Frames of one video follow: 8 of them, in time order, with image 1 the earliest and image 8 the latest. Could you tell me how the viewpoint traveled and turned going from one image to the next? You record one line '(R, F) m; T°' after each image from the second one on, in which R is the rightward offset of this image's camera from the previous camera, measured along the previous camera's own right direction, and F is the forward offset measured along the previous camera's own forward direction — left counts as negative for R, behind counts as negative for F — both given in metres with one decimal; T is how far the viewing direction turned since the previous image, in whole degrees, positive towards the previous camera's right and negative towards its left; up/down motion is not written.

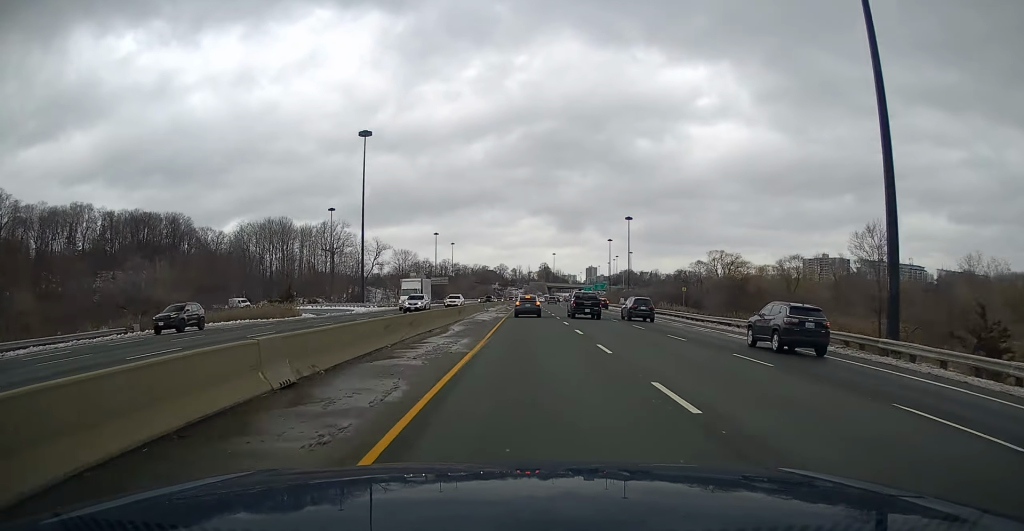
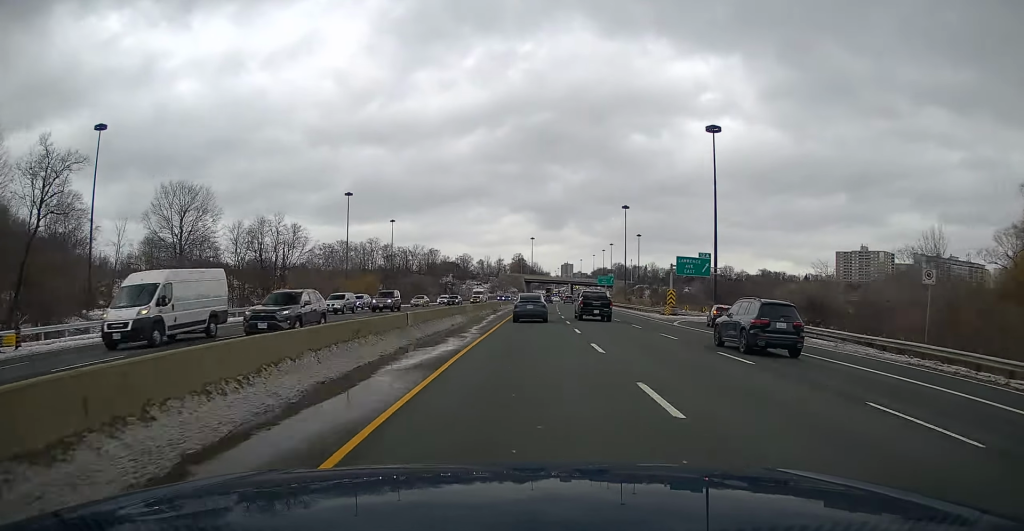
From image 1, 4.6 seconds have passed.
(+1.9, +138.9) m; +2°
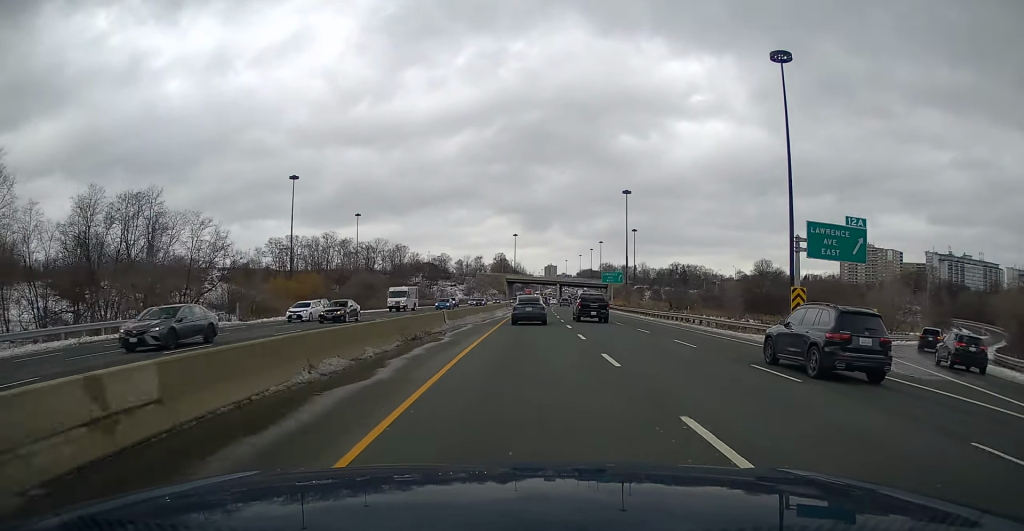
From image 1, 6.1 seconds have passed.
(+0.3, +40.3) m; +1°
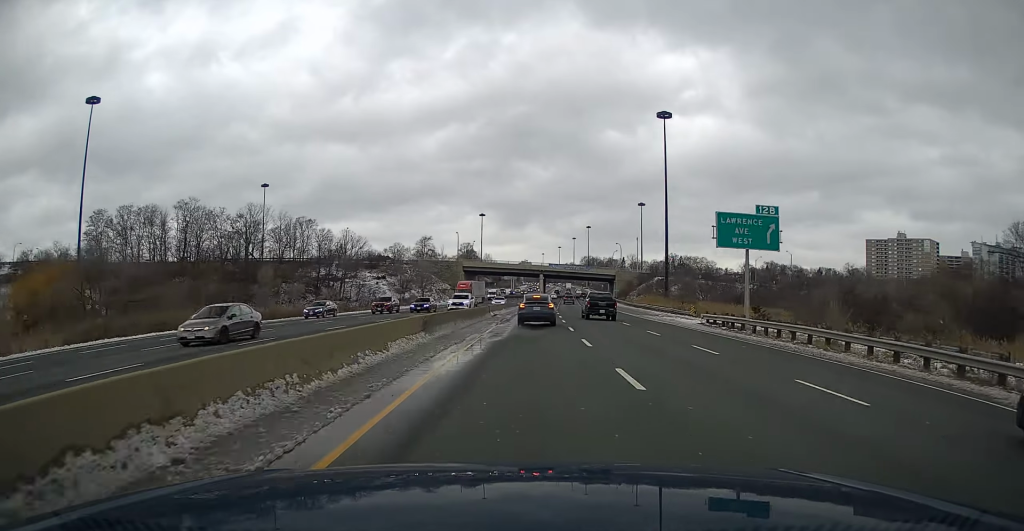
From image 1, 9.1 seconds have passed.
(+2.0, +85.3) m; +3°
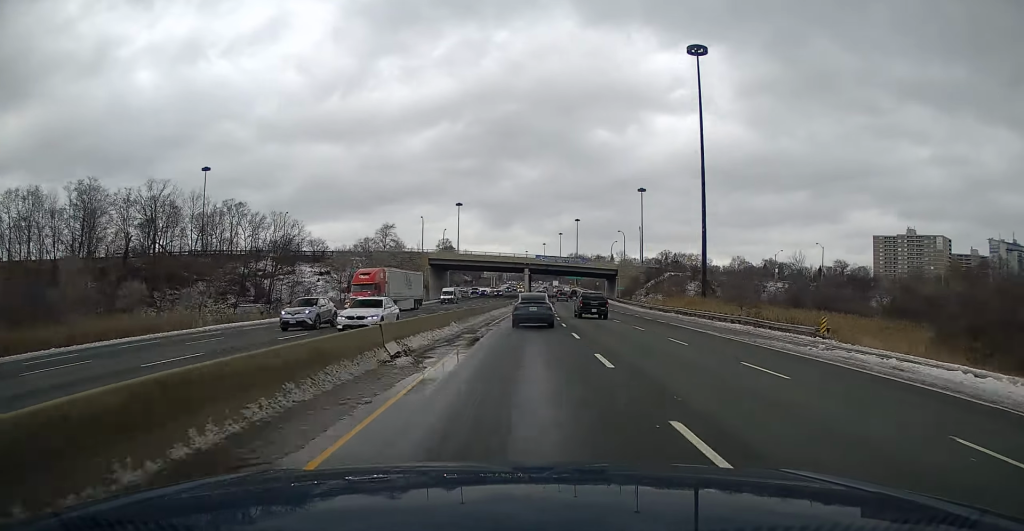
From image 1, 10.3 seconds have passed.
(+0.3, +32.8) m; +1°
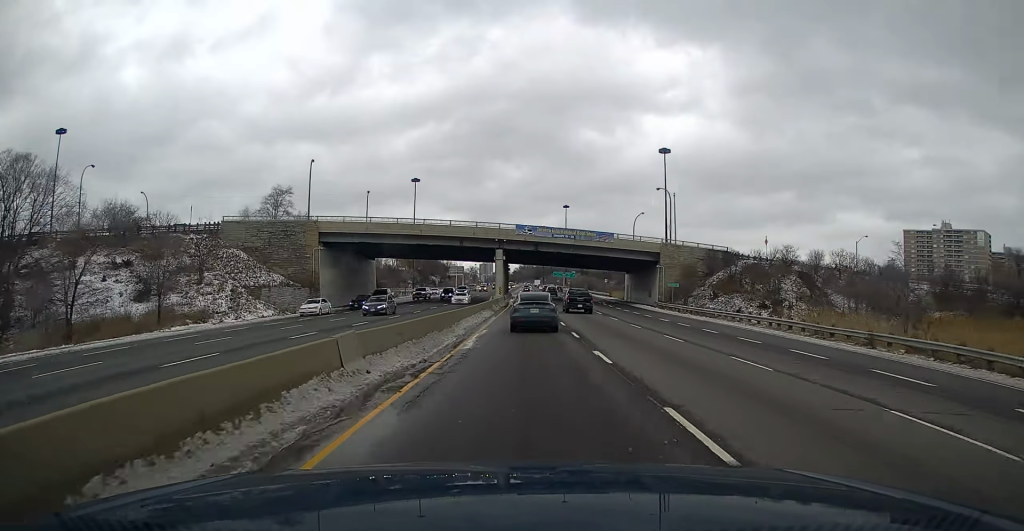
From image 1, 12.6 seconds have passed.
(+1.4, +61.7) m; +1°
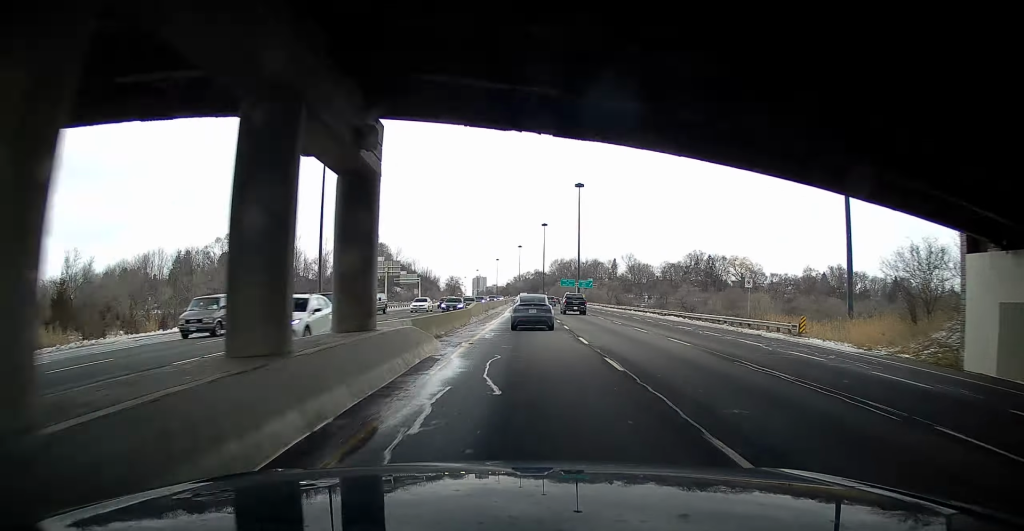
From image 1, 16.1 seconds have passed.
(+0.2, +89.4) m; 0°
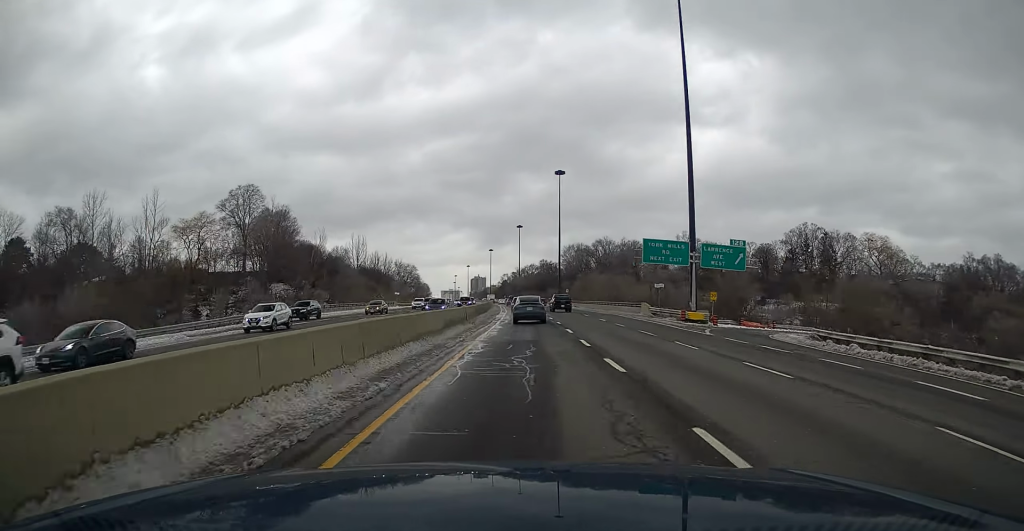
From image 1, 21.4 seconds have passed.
(+0.6, +135.4) m; 0°
